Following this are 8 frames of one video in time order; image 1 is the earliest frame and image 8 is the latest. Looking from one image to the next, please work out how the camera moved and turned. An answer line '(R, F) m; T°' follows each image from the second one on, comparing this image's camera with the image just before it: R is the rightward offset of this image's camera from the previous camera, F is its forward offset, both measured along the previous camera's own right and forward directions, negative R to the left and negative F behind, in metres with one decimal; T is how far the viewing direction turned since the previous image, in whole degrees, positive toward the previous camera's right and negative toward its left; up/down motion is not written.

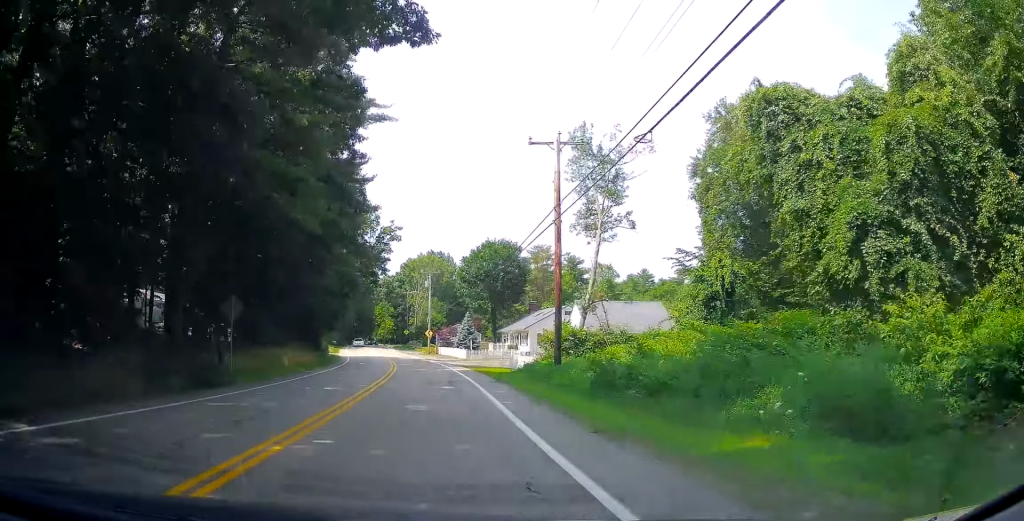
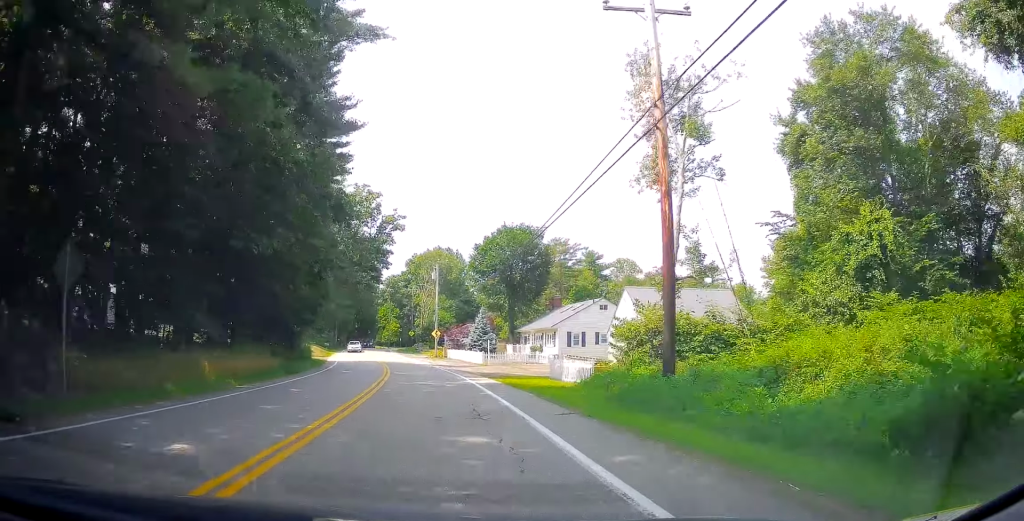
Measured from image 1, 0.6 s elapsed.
(-0.1, +11.1) m; -2°
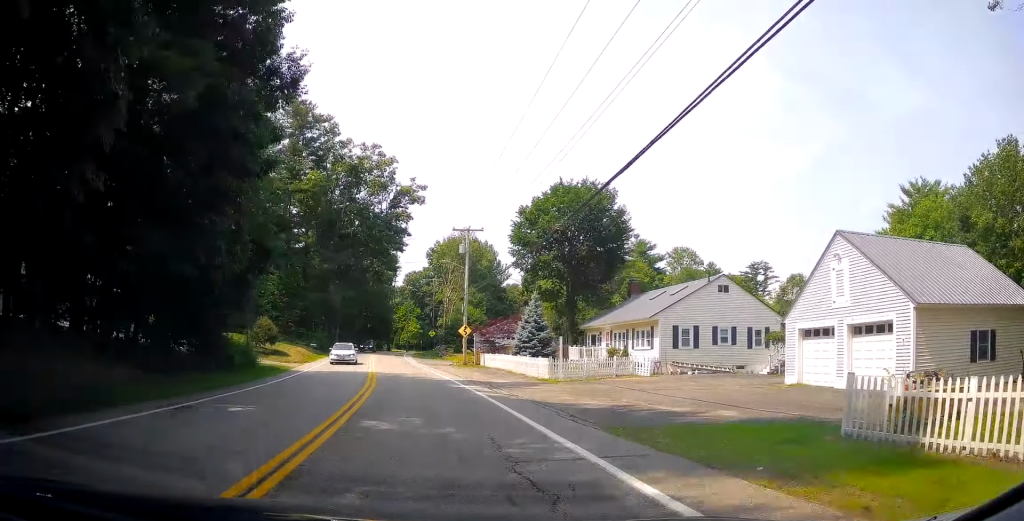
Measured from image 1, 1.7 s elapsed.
(-0.7, +19.4) m; -2°
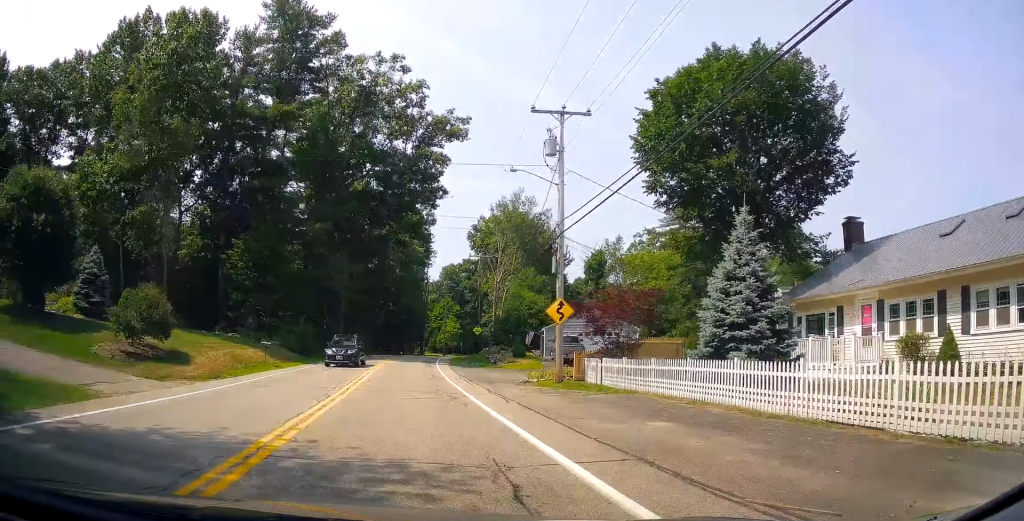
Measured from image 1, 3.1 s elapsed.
(-0.4, +23.8) m; -4°
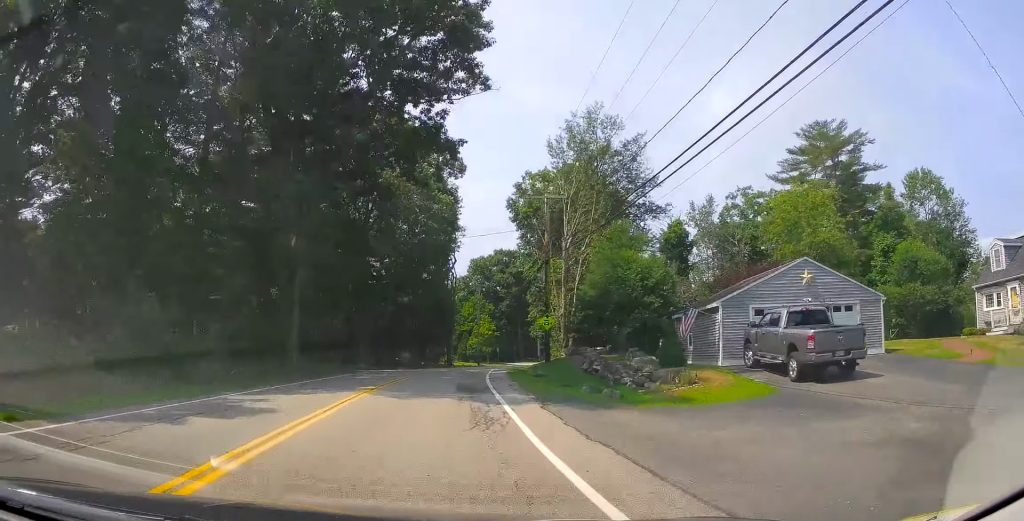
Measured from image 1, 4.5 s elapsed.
(-1.2, +26.3) m; -6°
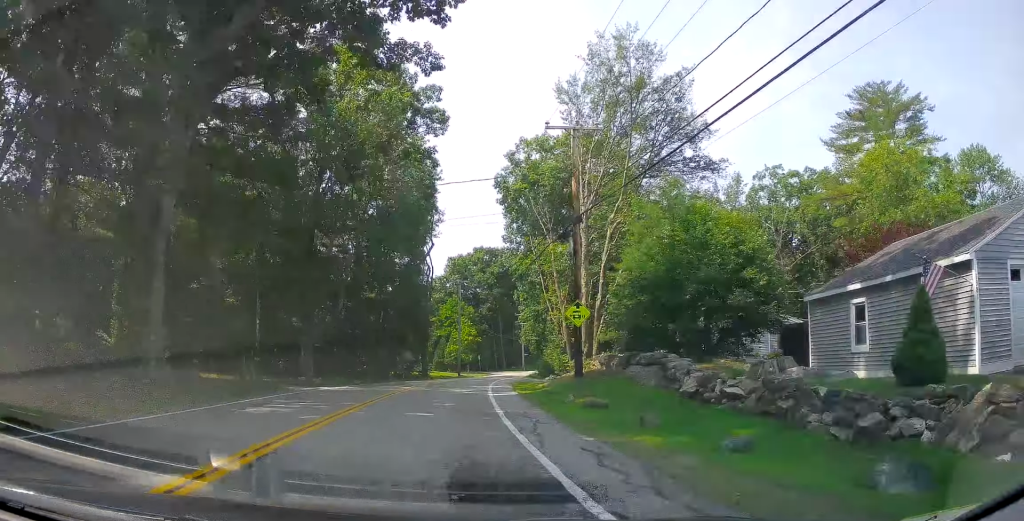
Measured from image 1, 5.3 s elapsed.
(-0.7, +13.2) m; +1°
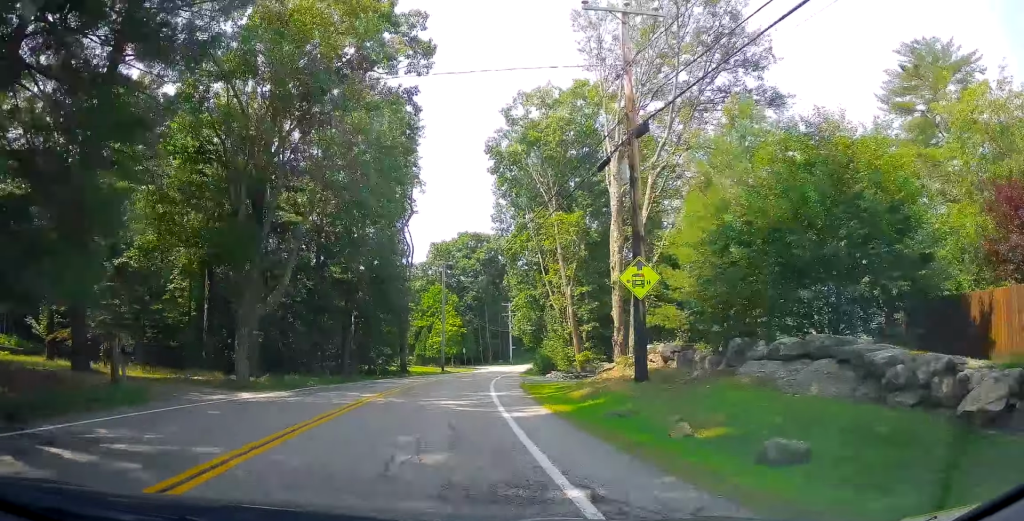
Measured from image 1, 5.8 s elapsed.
(+0.2, +9.0) m; +2°
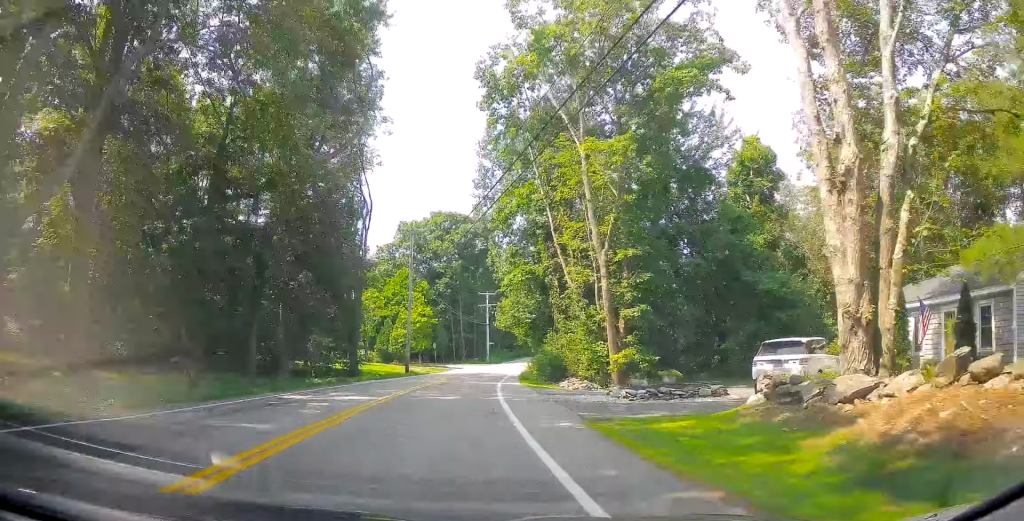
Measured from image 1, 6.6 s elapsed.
(+0.8, +15.5) m; +4°
